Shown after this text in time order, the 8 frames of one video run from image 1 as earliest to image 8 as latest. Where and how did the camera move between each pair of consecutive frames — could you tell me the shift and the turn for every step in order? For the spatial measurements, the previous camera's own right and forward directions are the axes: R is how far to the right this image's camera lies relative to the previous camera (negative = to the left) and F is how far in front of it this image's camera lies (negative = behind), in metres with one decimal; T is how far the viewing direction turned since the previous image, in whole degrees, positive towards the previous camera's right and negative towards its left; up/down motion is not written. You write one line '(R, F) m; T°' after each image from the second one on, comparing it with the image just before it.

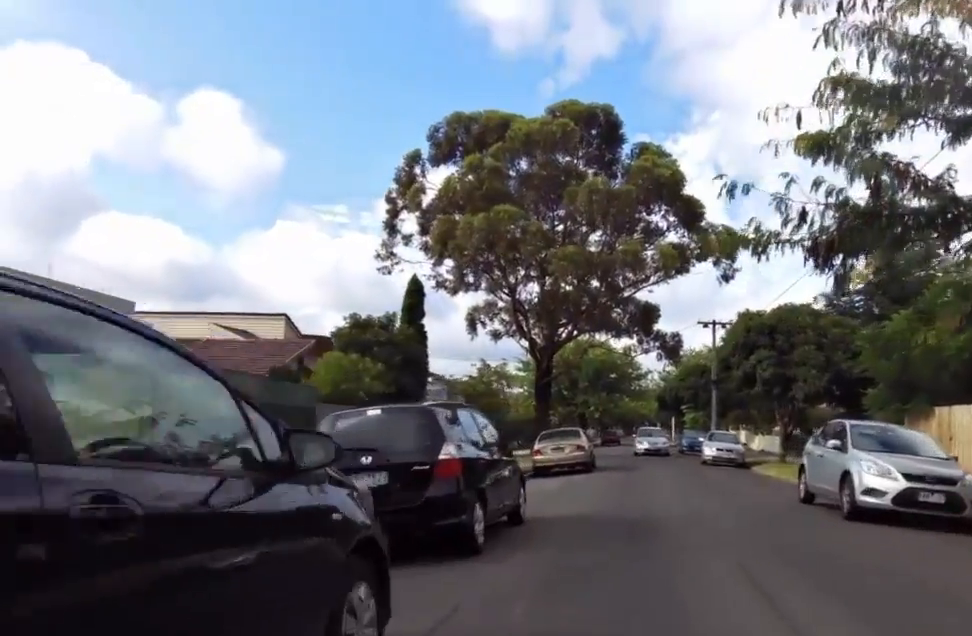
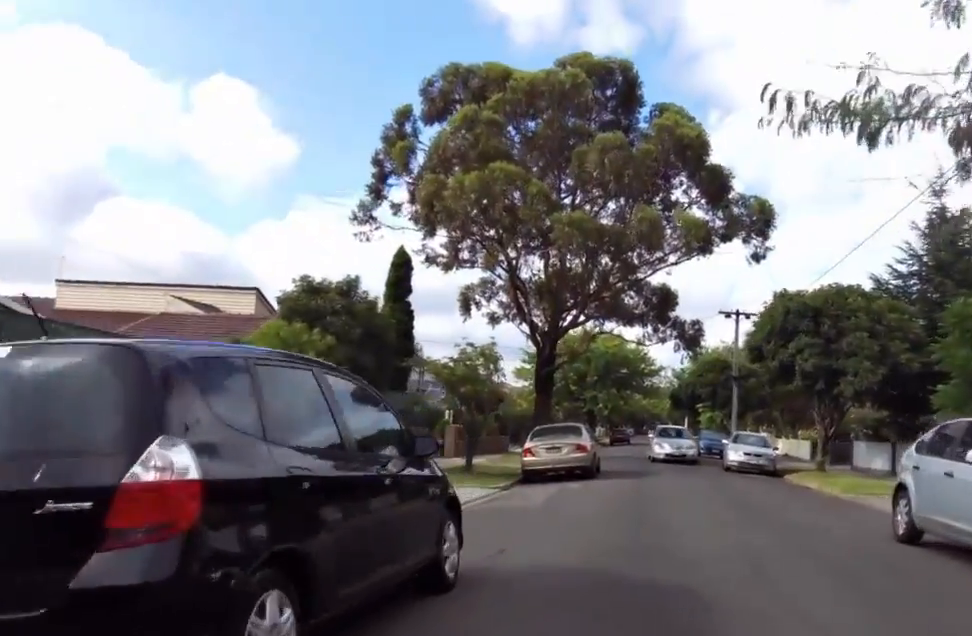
(-0.4, +4.9) m; -3°
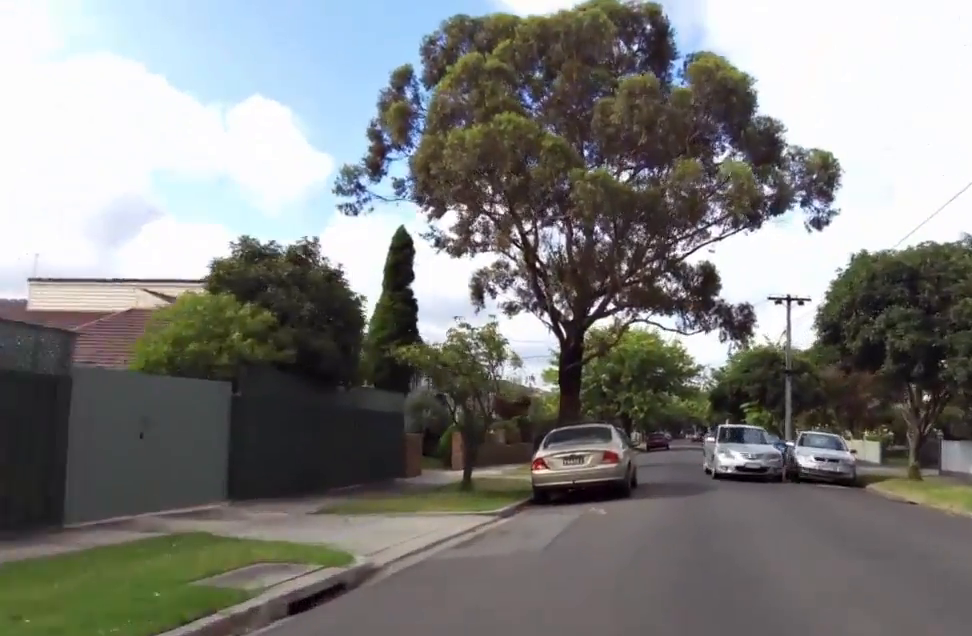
(-0.2, +5.4) m; +6°
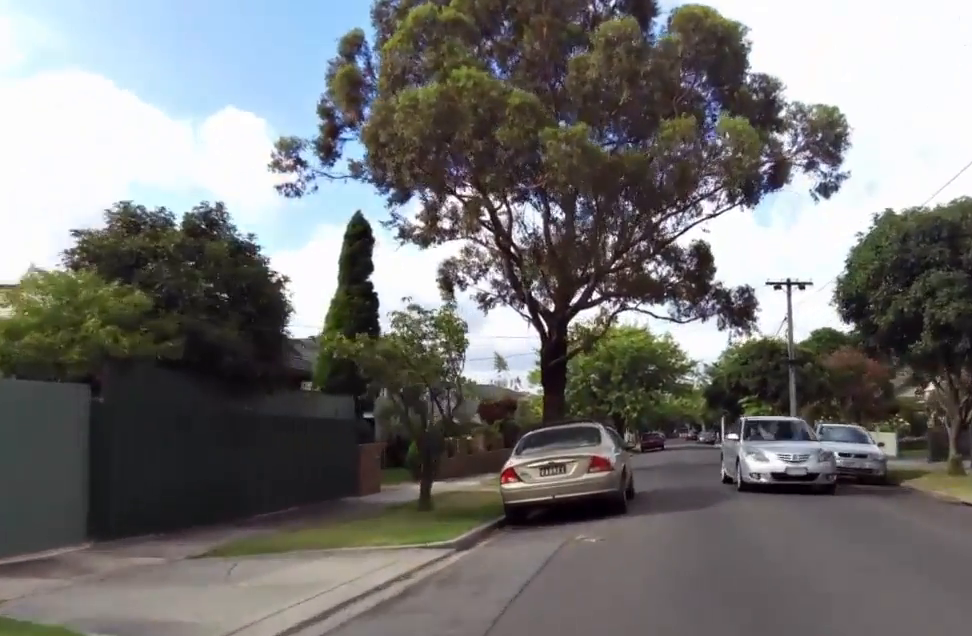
(+0.4, +3.1) m; +1°
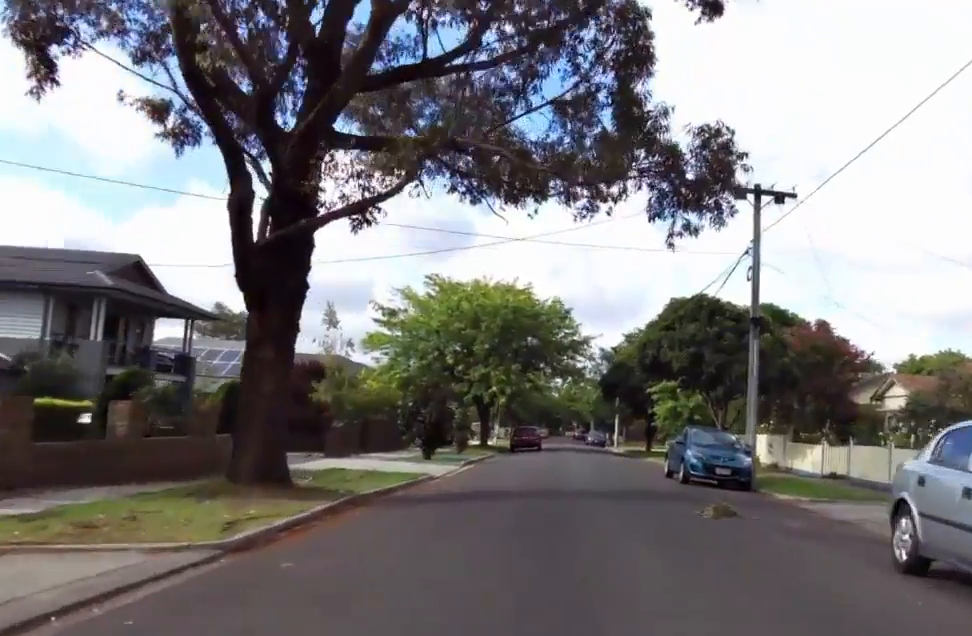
(+0.4, +14.5) m; +1°
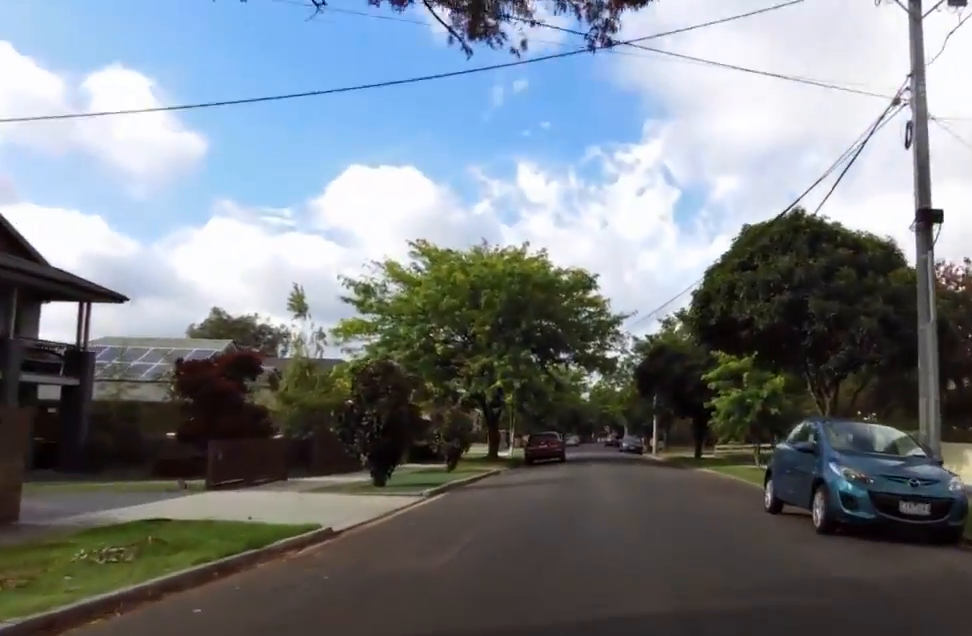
(-0.3, +9.4) m; -1°
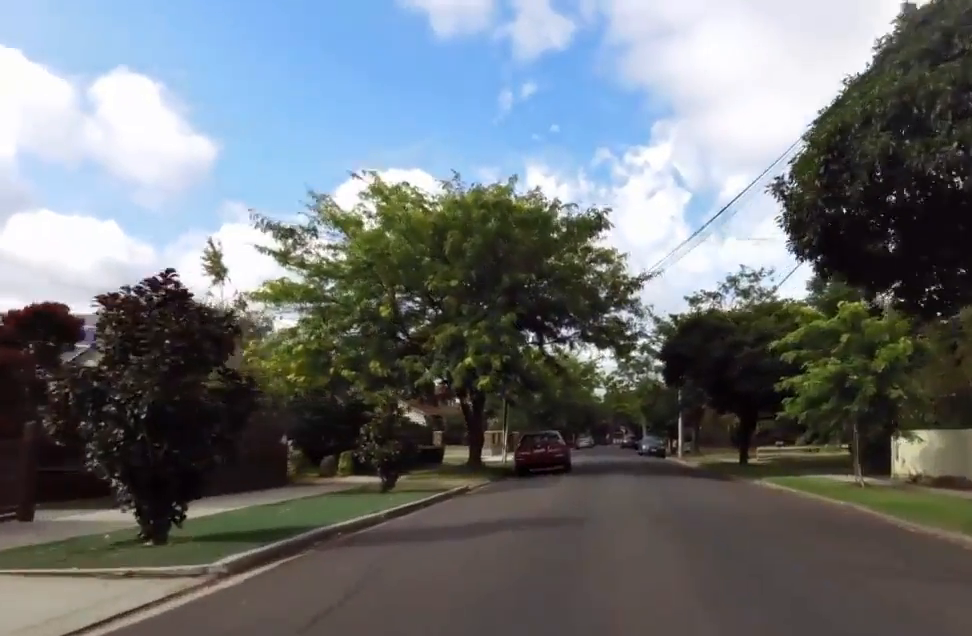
(+0.7, +9.2) m; 0°
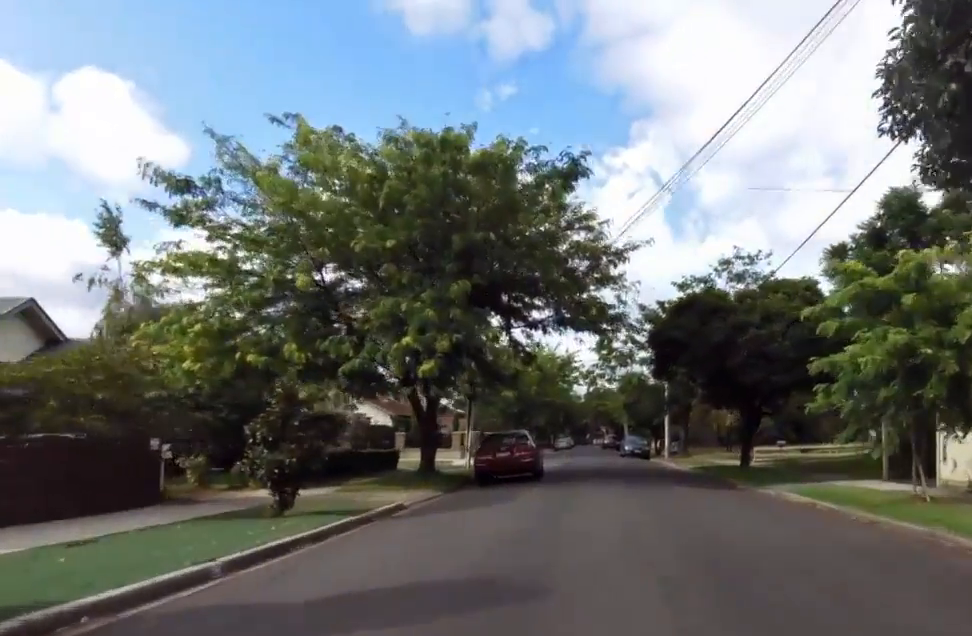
(-0.5, +4.5) m; 0°
